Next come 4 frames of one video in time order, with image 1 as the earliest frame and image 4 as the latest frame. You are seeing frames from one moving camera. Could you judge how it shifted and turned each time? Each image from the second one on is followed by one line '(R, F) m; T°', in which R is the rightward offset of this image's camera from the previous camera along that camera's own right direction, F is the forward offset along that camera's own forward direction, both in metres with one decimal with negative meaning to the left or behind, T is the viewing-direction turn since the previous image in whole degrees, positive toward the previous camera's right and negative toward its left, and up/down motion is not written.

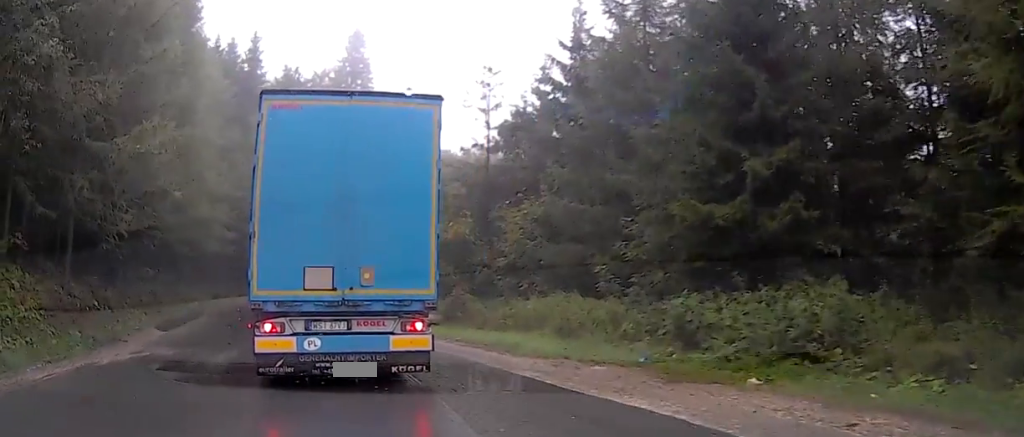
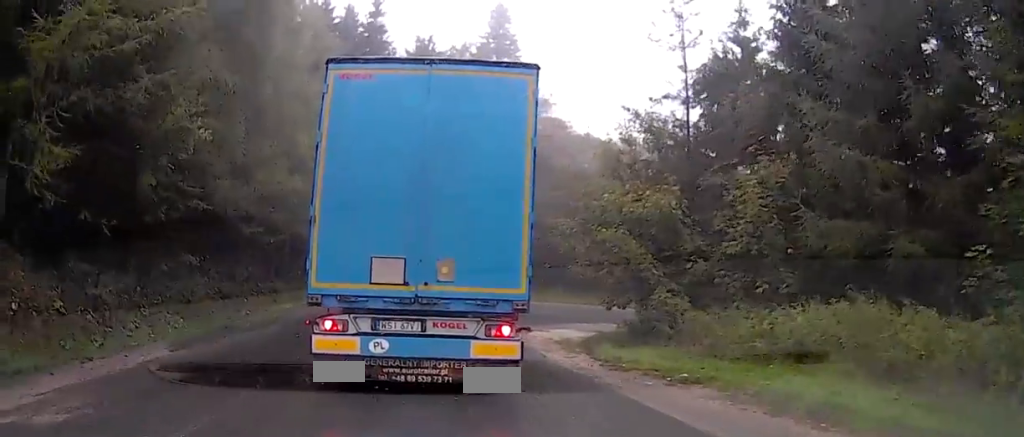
(0.0, +8.6) m; -5°
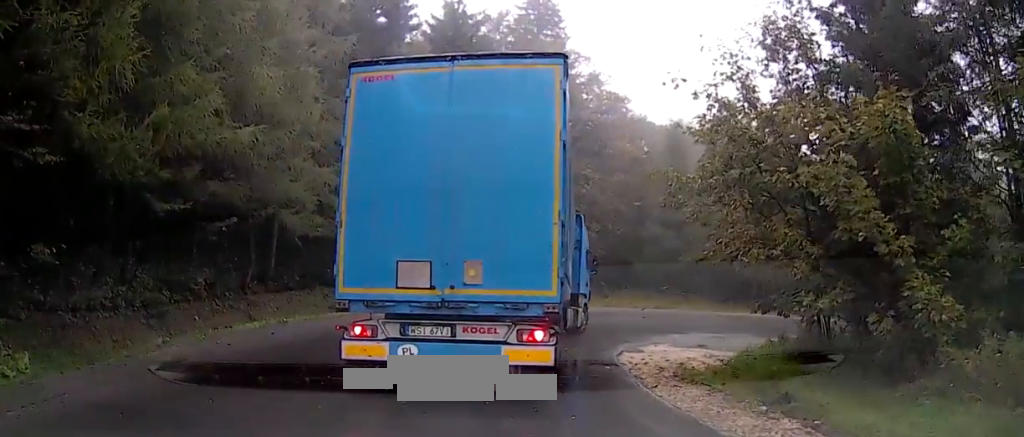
(-0.7, +10.0) m; -2°
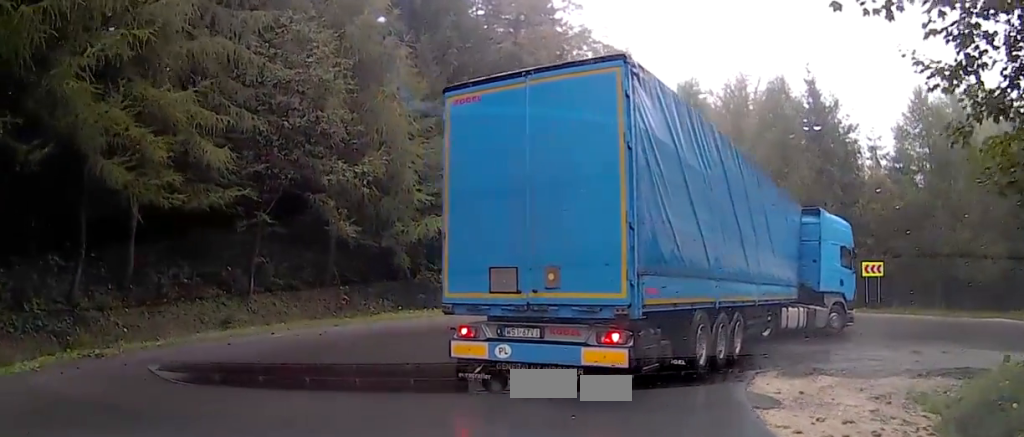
(-0.3, +10.0) m; -1°
